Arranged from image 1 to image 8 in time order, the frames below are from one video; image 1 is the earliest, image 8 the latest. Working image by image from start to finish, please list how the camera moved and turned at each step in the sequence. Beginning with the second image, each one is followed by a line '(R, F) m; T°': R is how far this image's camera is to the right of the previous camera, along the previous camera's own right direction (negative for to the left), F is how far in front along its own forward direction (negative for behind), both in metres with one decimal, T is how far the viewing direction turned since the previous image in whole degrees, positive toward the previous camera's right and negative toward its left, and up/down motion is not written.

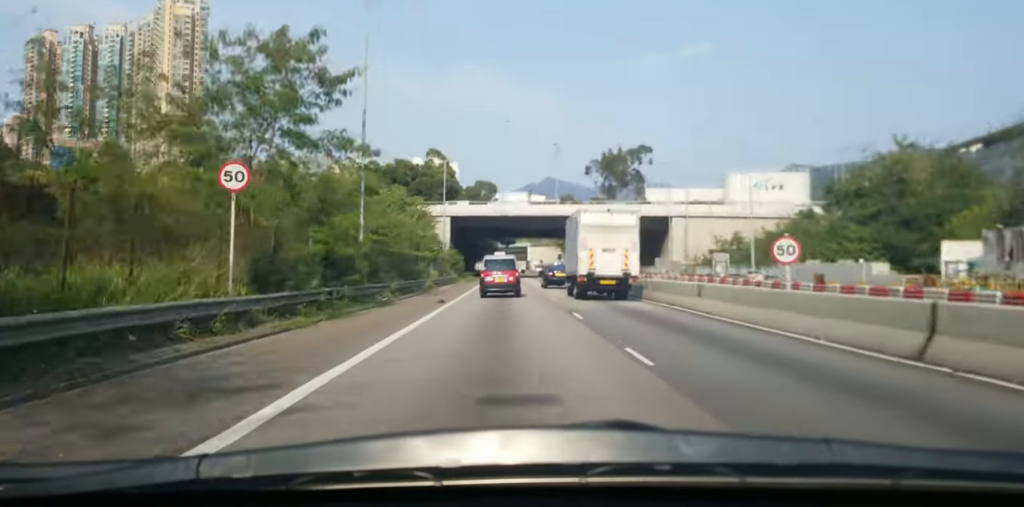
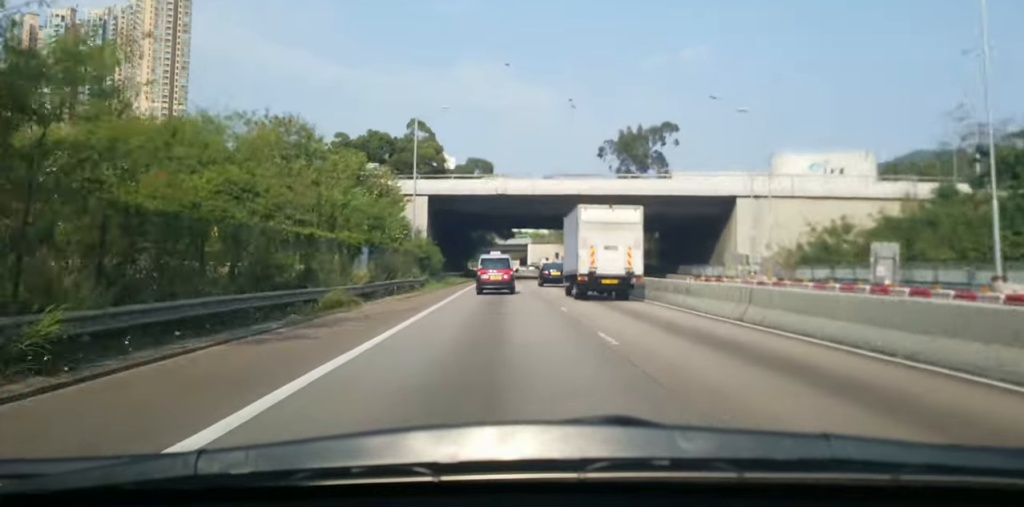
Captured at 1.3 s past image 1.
(0.0, +25.6) m; -1°
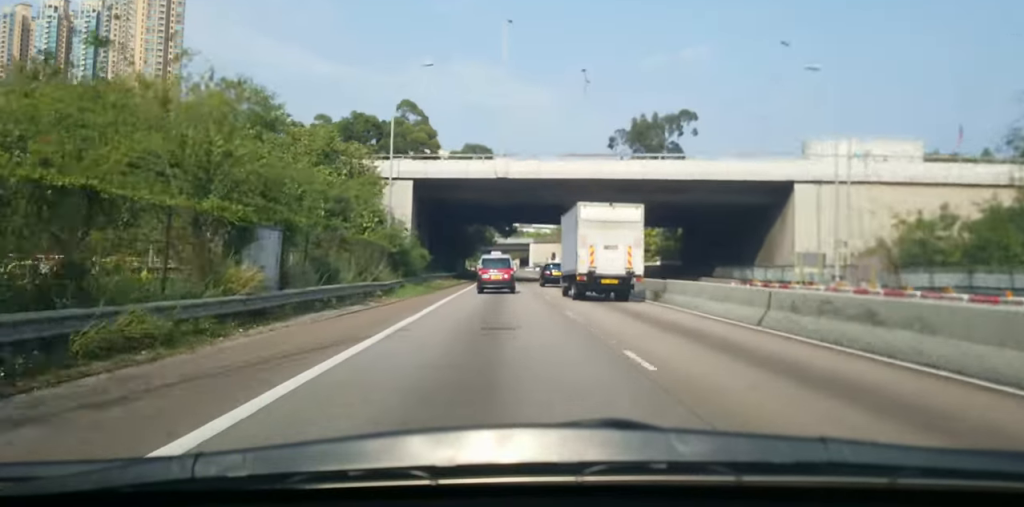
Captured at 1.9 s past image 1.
(-0.1, +12.2) m; -1°
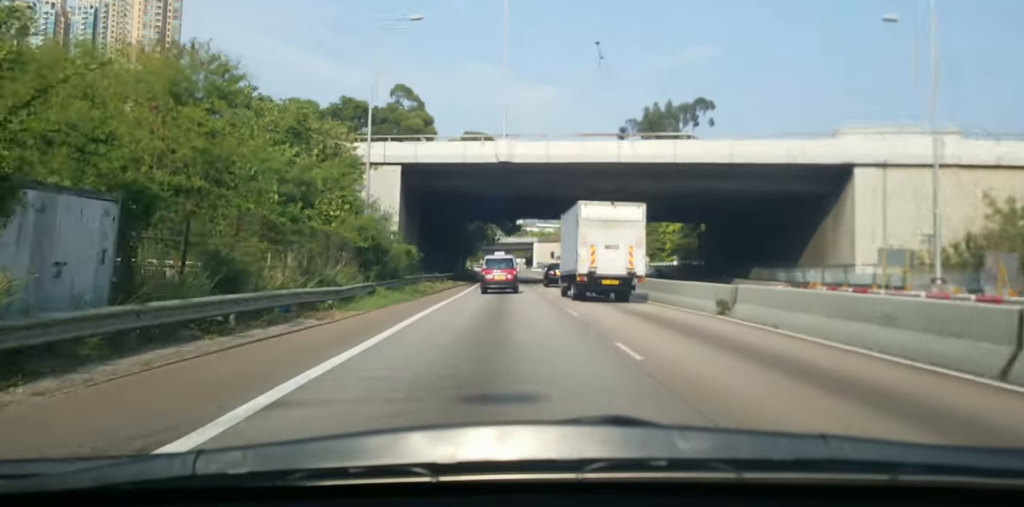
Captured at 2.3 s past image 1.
(0.0, +8.2) m; -1°
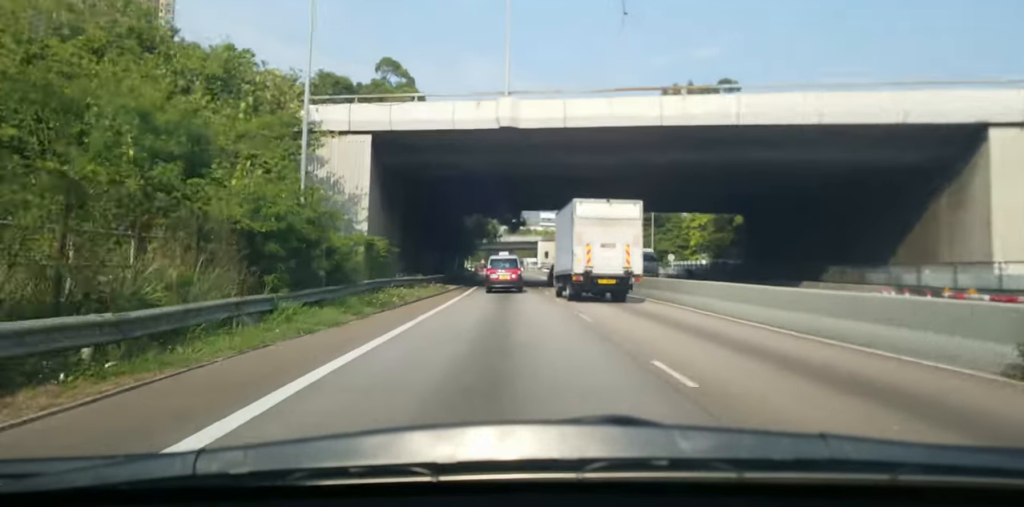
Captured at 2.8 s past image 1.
(-0.1, +11.4) m; 0°
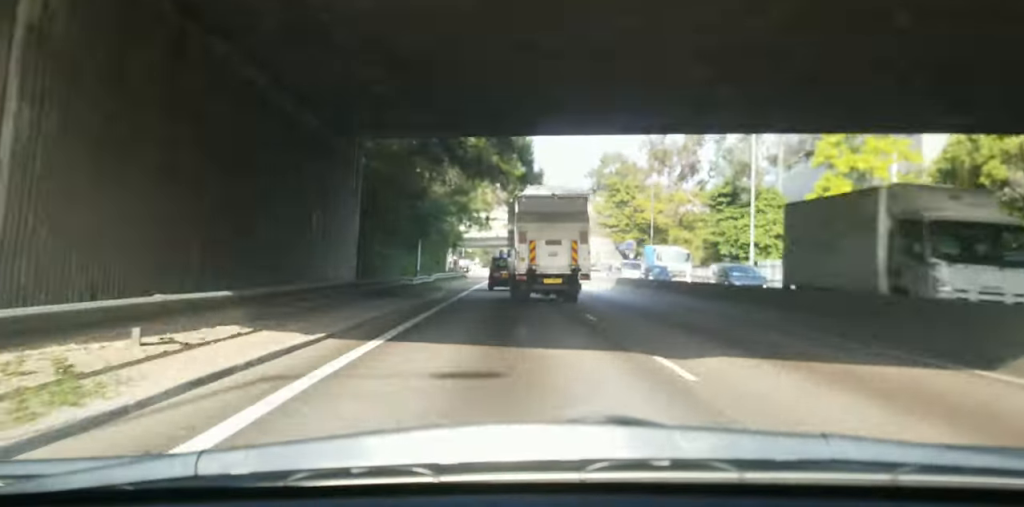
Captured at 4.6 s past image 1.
(+0.2, +35.7) m; +1°
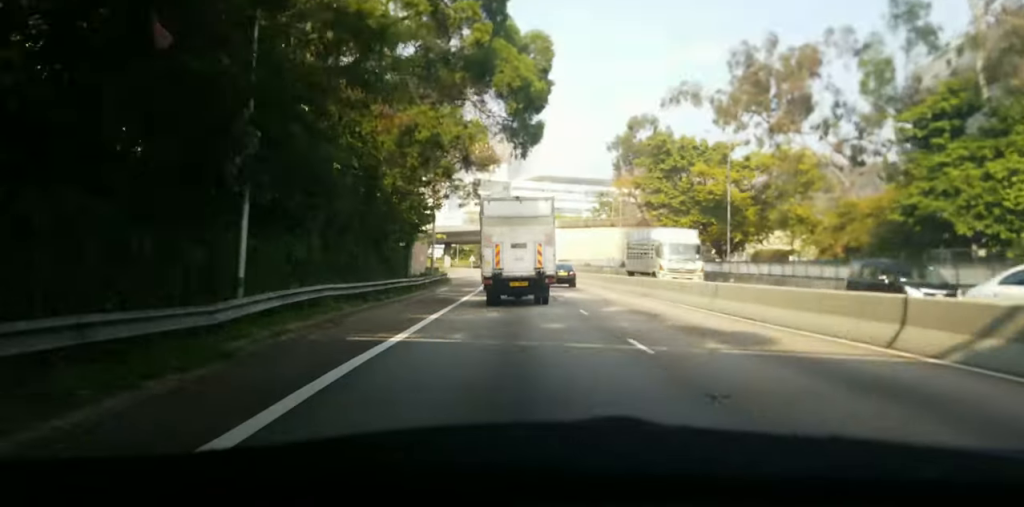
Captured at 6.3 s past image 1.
(-0.7, +33.7) m; -2°
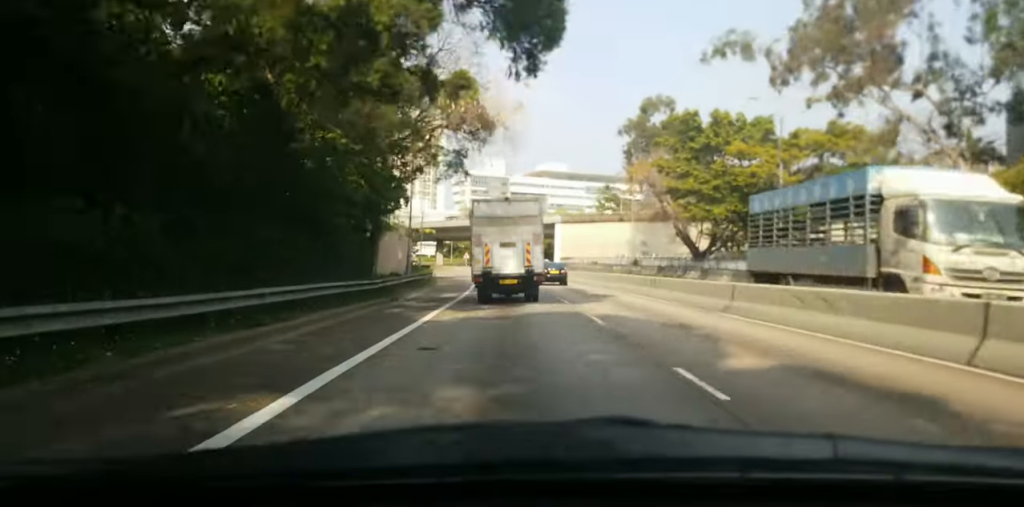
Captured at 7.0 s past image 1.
(+0.2, +12.2) m; 0°
